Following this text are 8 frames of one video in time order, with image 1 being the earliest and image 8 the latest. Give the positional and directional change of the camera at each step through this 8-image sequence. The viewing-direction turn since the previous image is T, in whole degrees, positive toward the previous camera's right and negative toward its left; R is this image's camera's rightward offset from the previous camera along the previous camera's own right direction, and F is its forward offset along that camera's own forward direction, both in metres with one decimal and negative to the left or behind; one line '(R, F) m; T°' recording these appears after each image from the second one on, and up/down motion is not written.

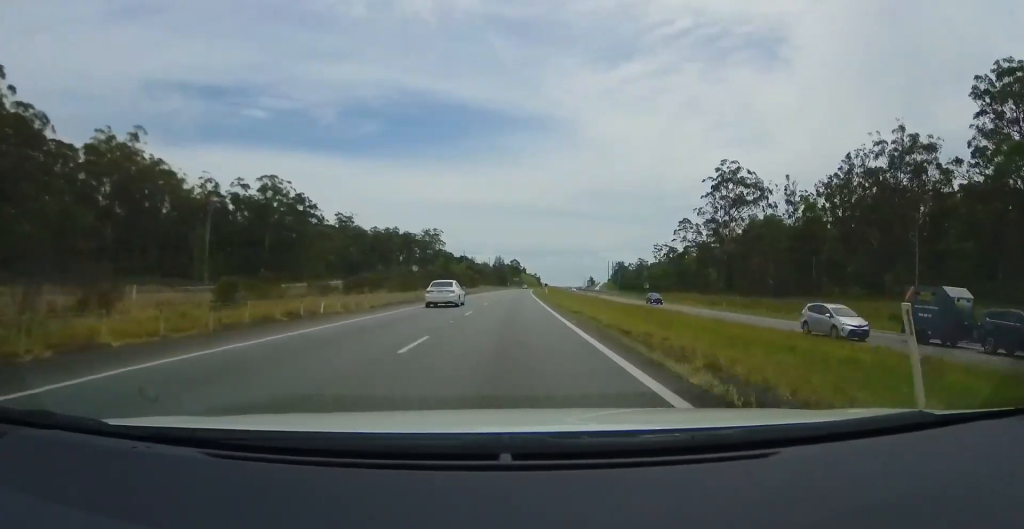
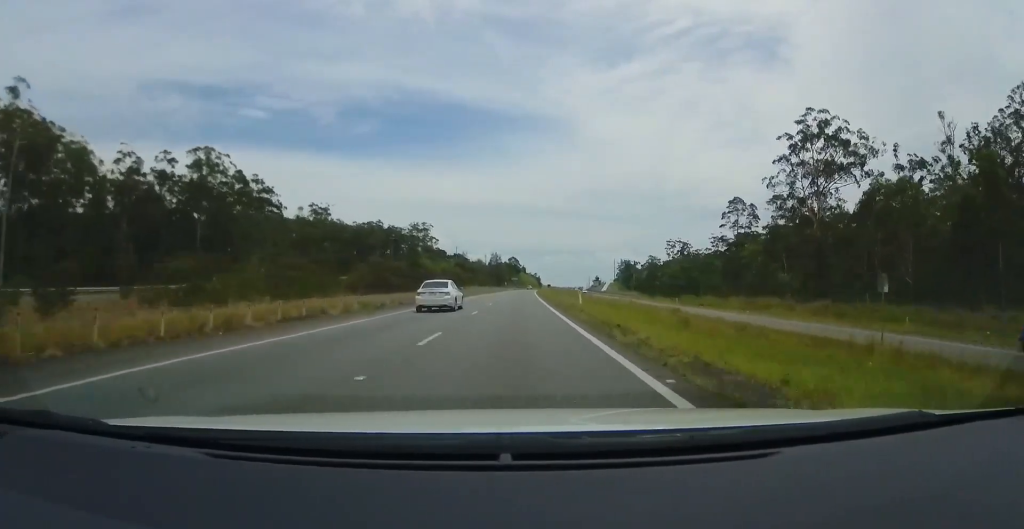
(0.0, +34.0) m; +1°
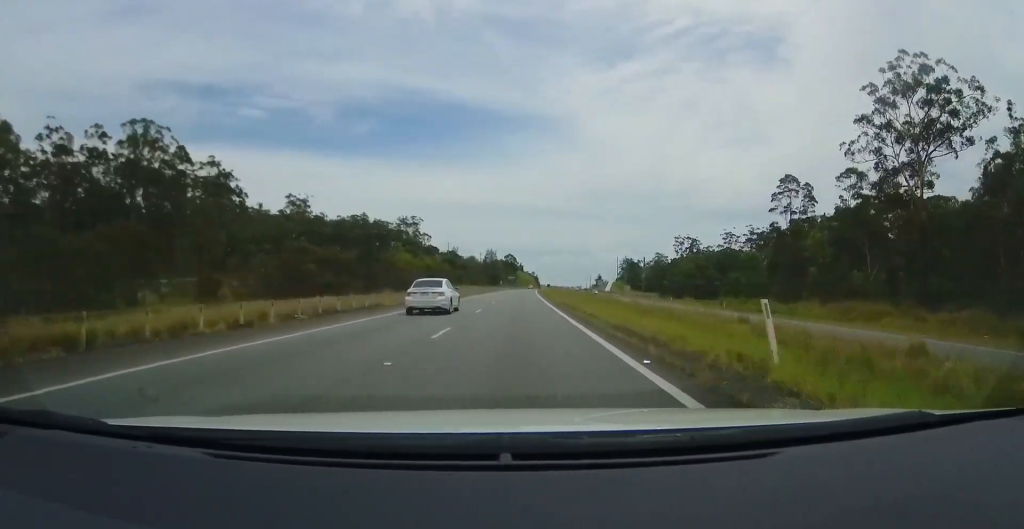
(+0.1, +22.4) m; +1°
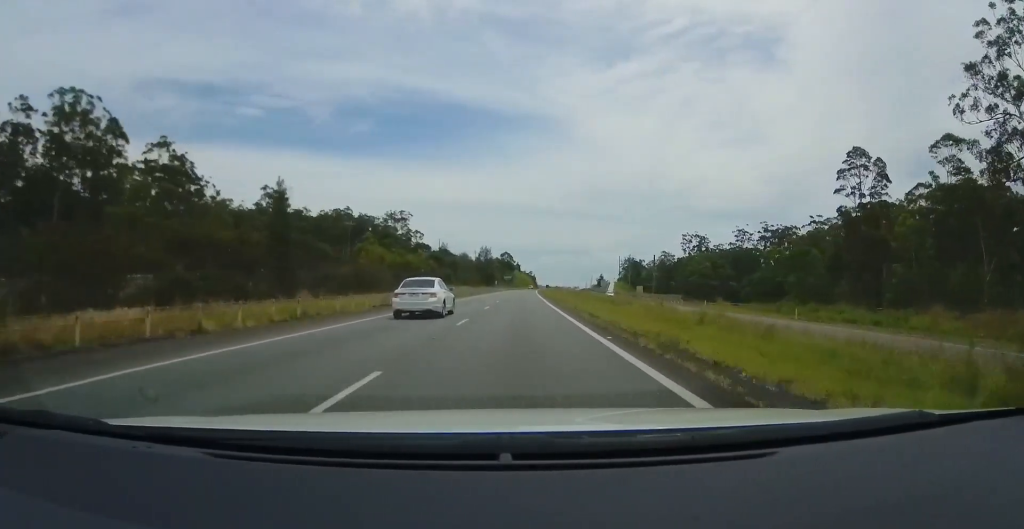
(+0.1, +20.0) m; +1°
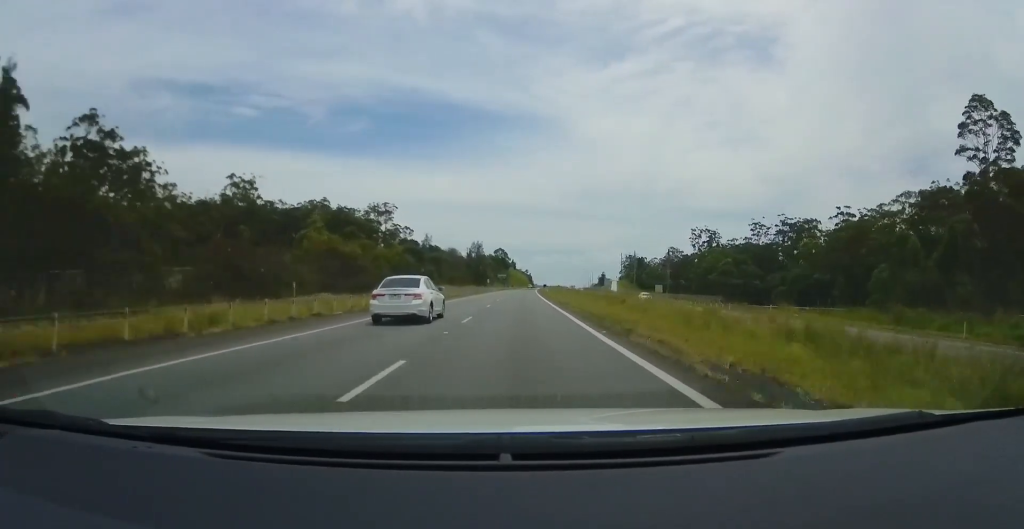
(0.0, +22.3) m; +1°
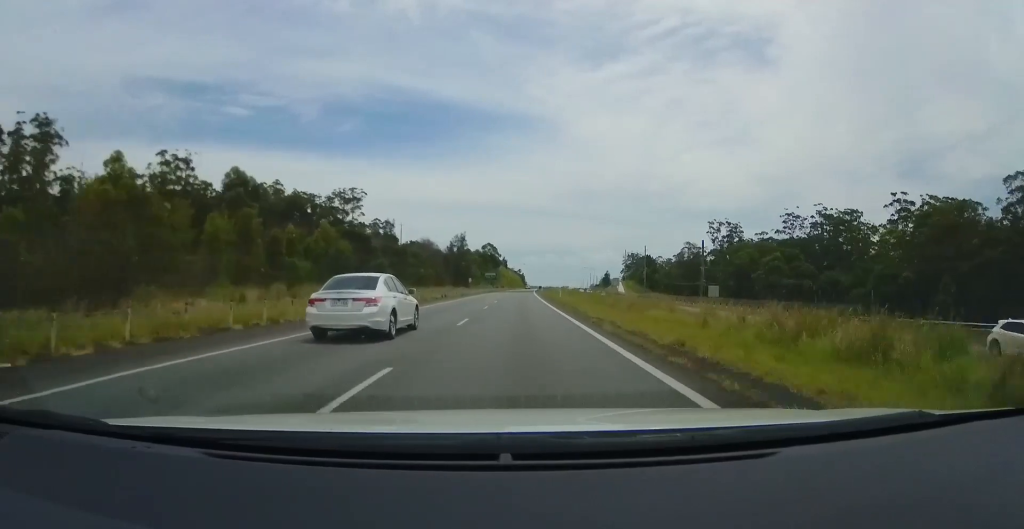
(+0.6, +36.6) m; +1°
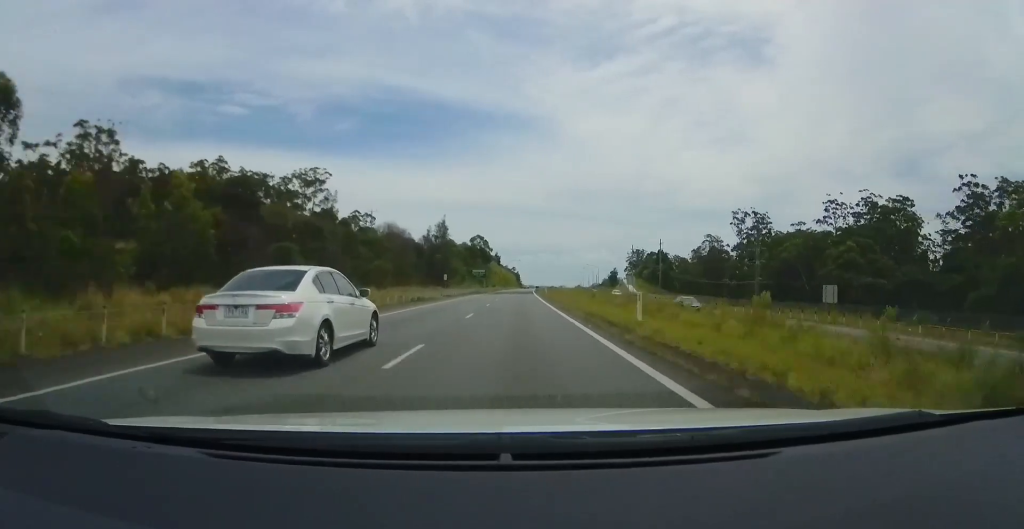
(-0.3, +32.3) m; -1°
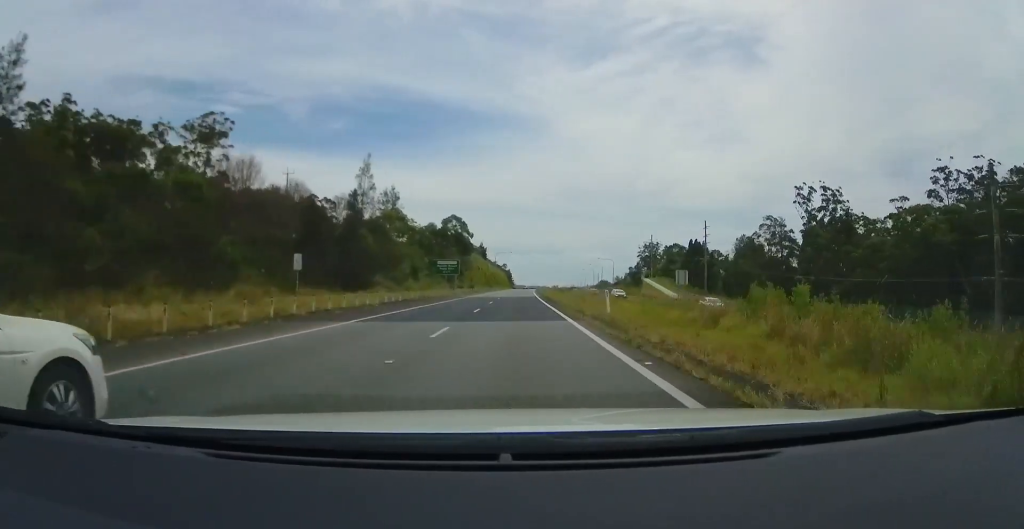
(+0.2, +55.8) m; 0°
